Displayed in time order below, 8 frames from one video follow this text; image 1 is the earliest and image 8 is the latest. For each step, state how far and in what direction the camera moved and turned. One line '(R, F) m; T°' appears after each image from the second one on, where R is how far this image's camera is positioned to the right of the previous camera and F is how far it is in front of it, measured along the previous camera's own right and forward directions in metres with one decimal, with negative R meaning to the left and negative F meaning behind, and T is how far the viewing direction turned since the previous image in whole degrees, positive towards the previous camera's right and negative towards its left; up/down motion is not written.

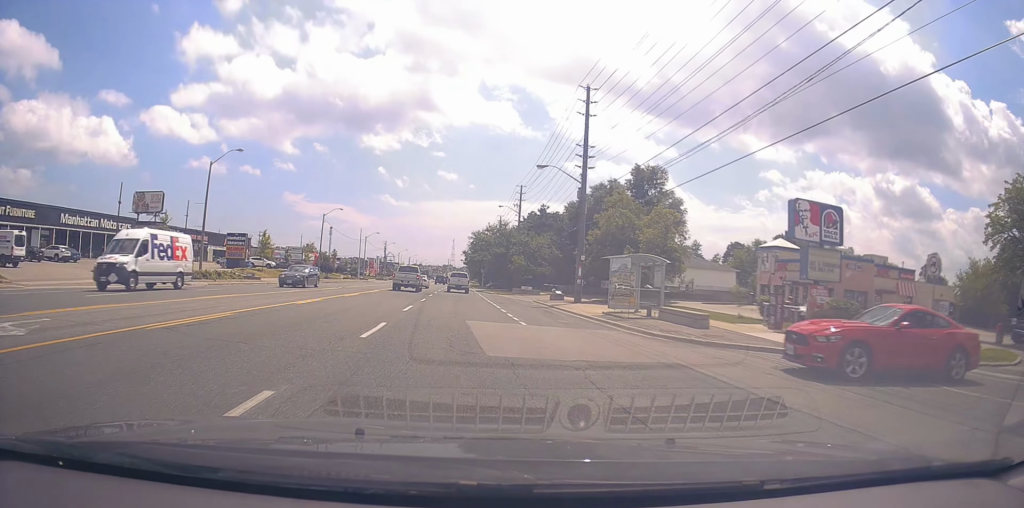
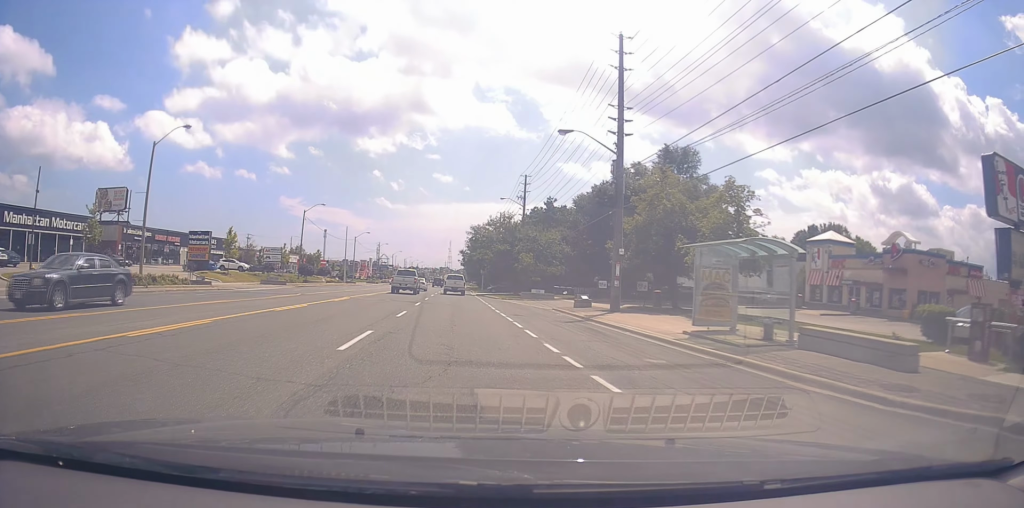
(-0.2, +10.2) m; -1°
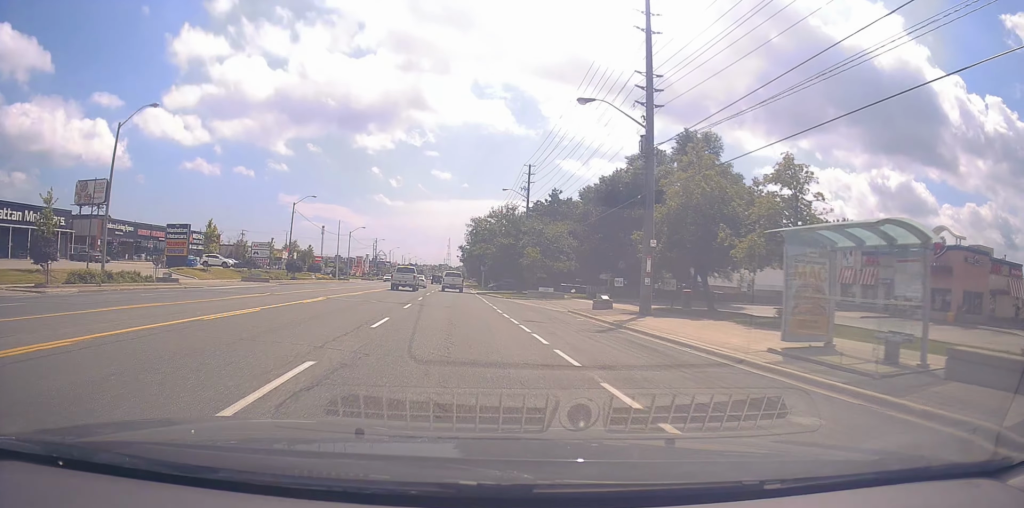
(-0.2, +5.1) m; 0°
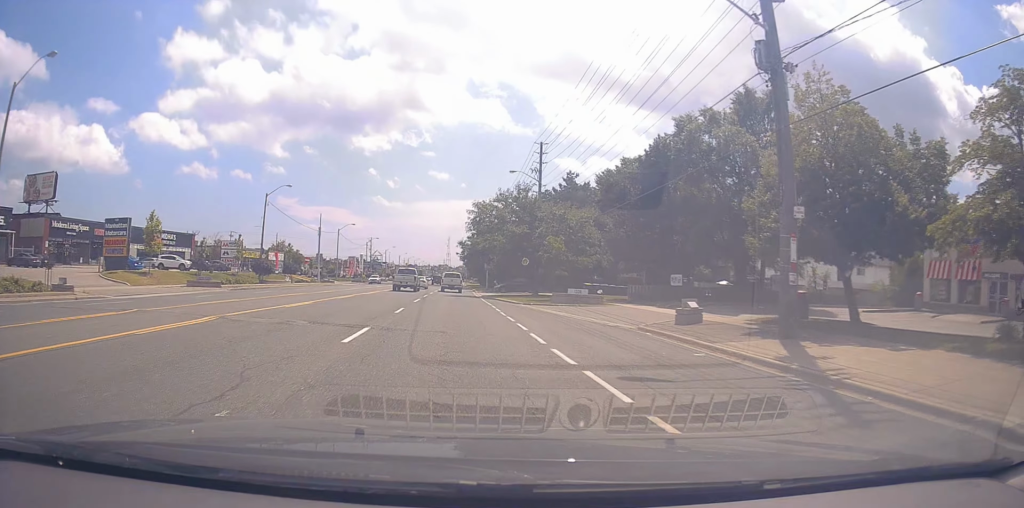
(+0.2, +11.5) m; +1°
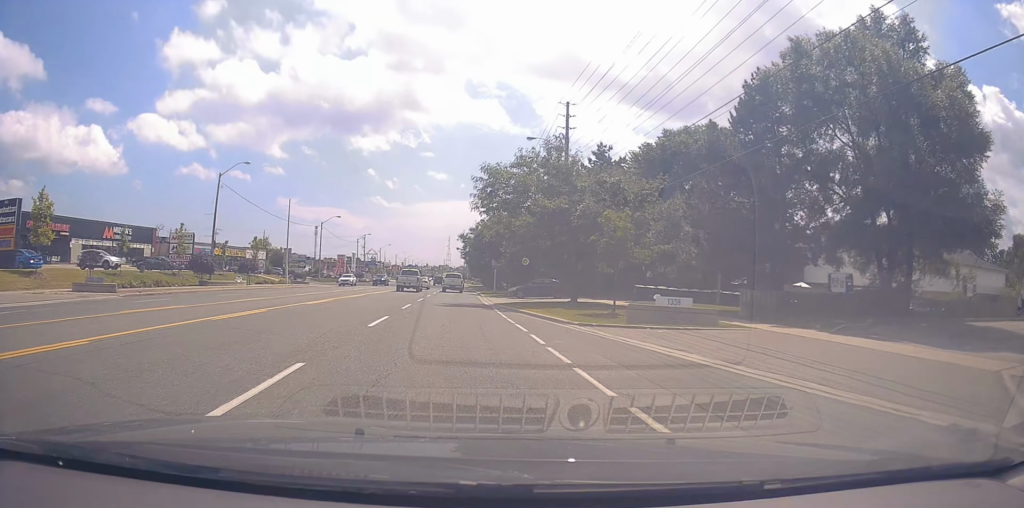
(+0.1, +14.6) m; +1°
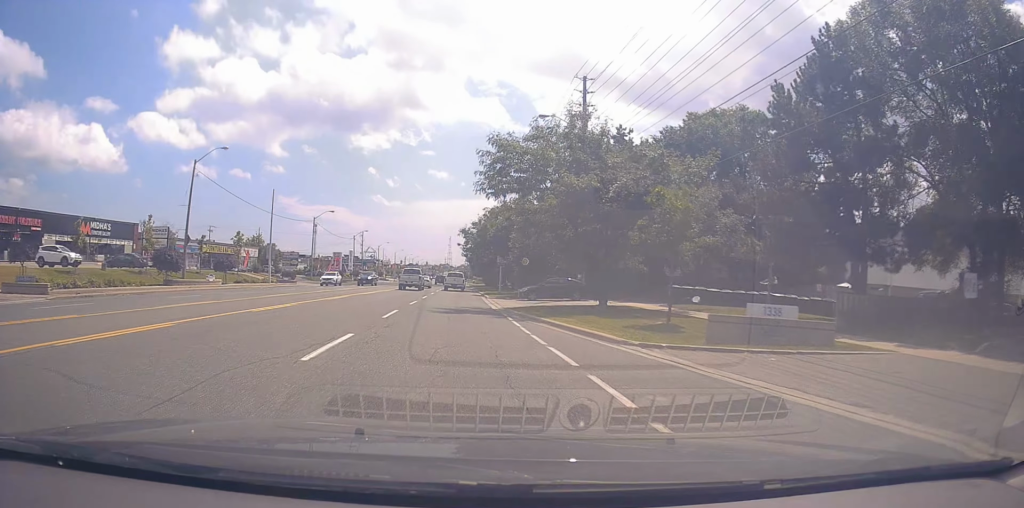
(0.0, +6.0) m; -1°
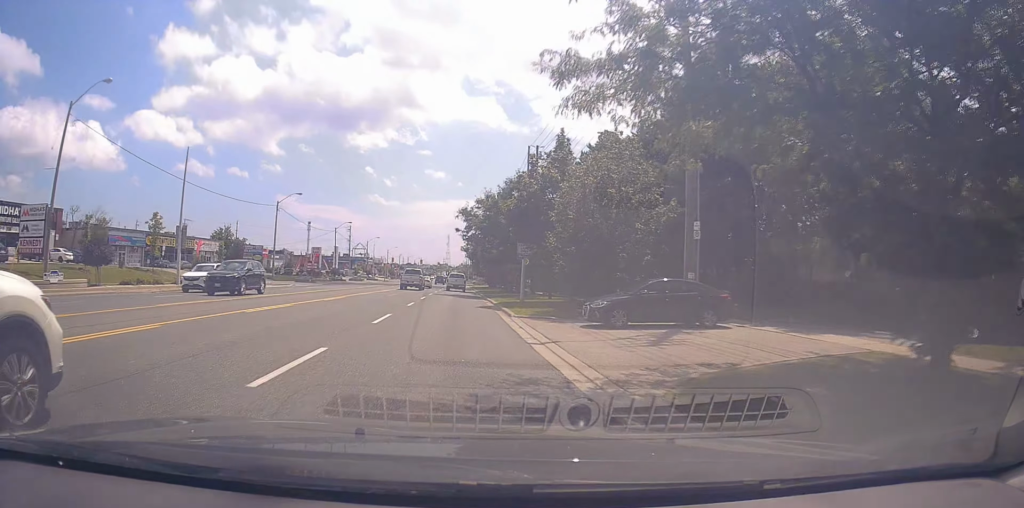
(-0.6, +18.9) m; -2°
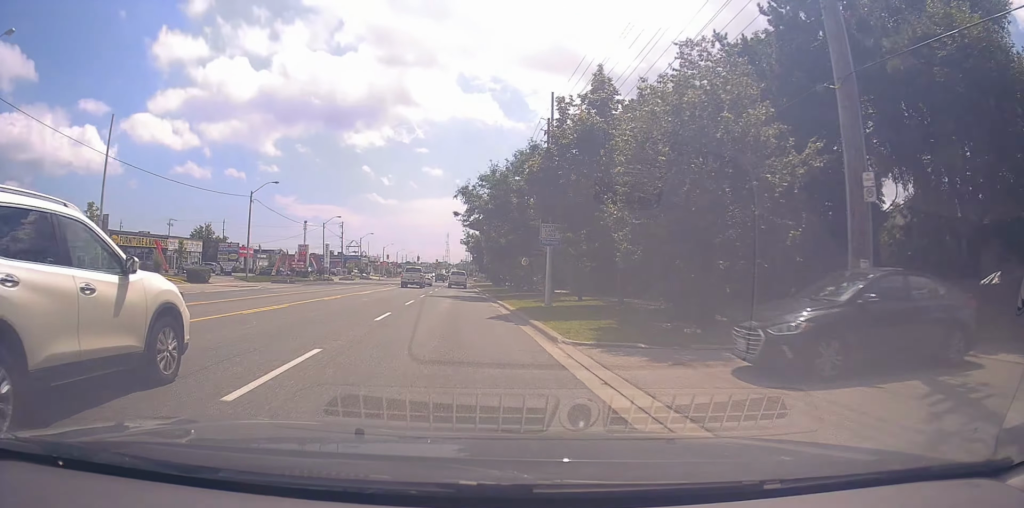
(+0.1, +9.5) m; +1°
